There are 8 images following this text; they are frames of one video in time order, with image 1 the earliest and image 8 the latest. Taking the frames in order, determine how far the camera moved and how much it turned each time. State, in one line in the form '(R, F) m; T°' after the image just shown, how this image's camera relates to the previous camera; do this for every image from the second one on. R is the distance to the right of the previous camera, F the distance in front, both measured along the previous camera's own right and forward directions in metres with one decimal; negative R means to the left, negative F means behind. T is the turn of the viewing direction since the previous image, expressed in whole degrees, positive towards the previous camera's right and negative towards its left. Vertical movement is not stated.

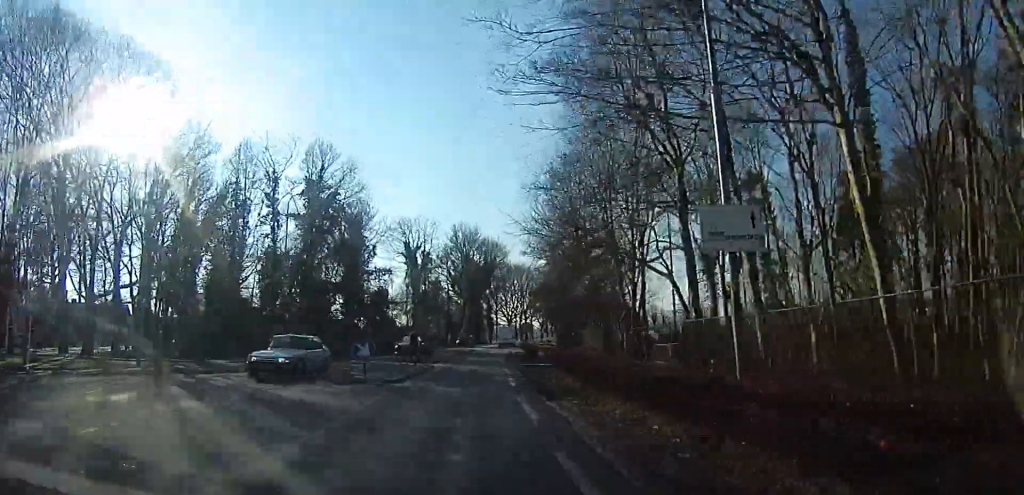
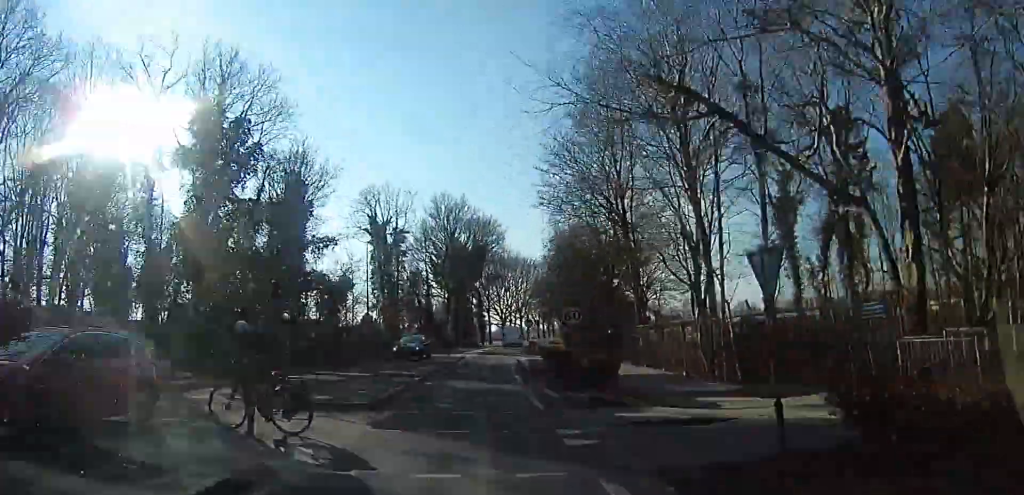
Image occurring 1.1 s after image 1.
(+0.7, +17.5) m; +2°
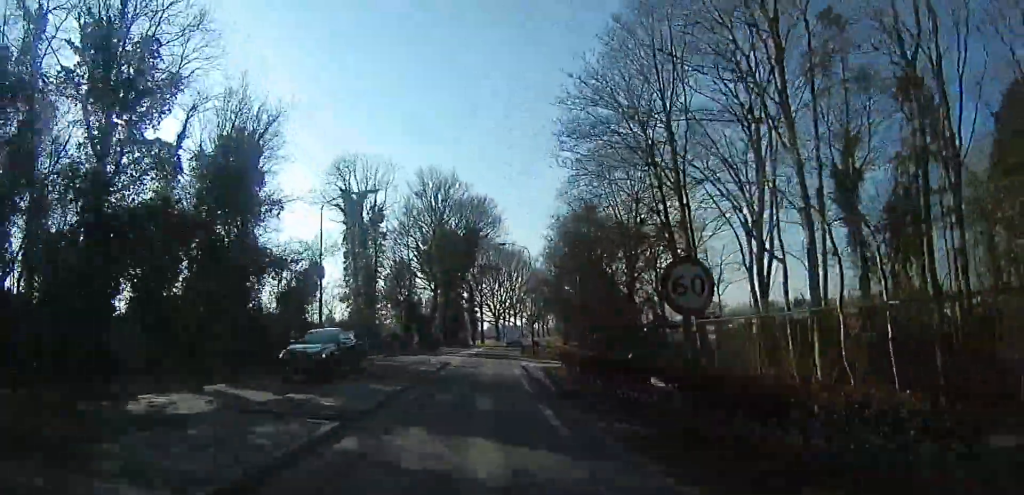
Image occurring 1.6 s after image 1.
(0.0, +9.0) m; 0°
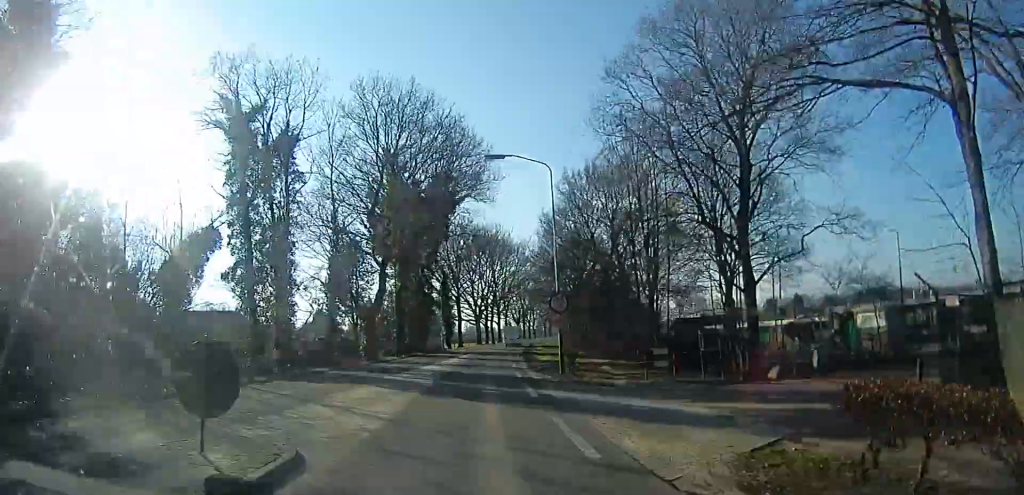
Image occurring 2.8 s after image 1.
(0.0, +19.5) m; 0°
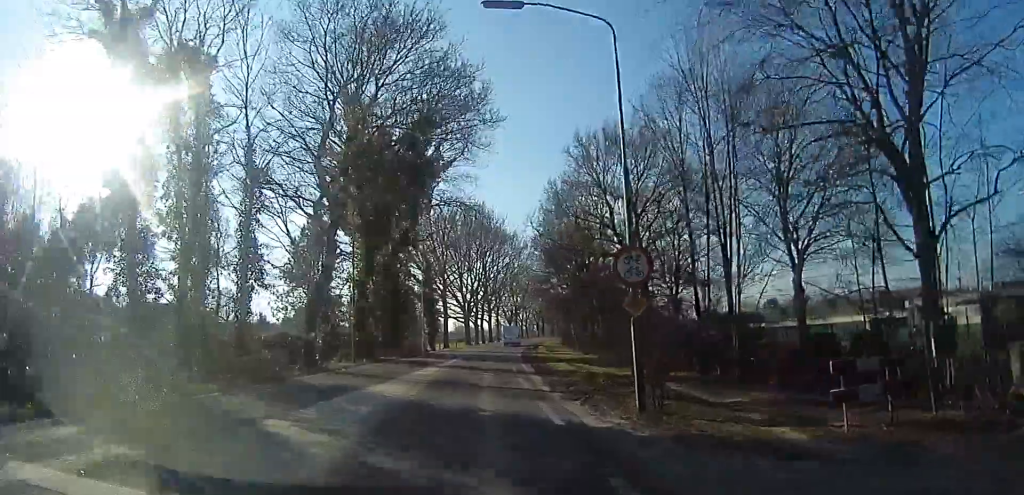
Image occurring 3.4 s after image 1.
(0.0, +9.8) m; 0°
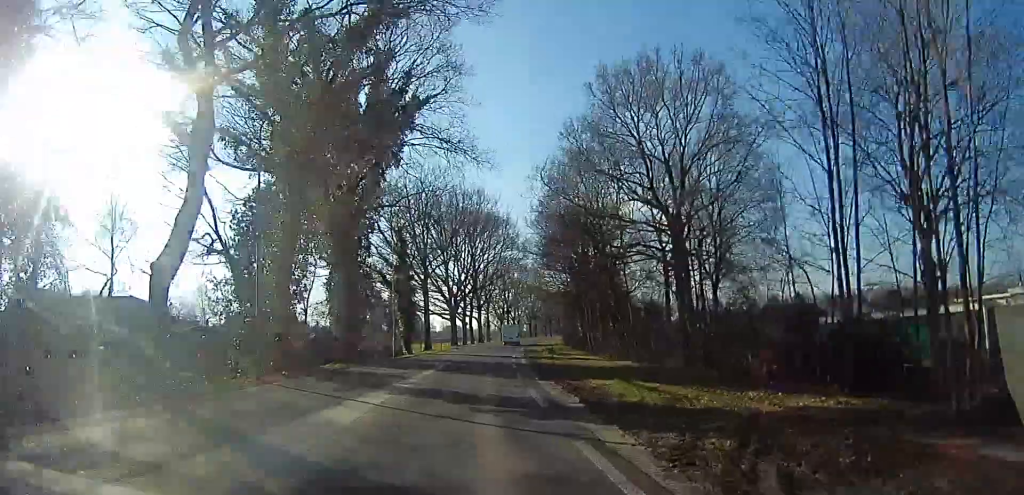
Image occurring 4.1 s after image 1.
(0.0, +10.5) m; 0°
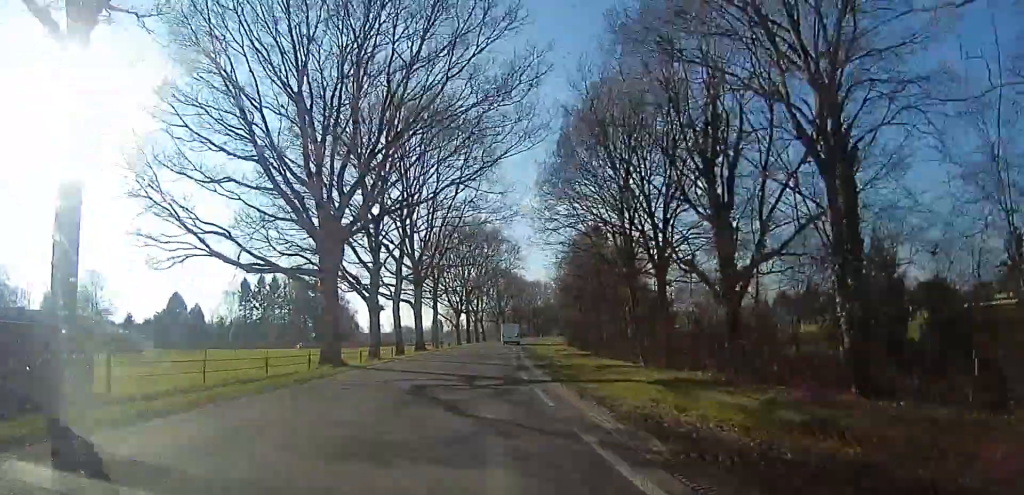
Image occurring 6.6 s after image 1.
(0.0, +42.1) m; 0°
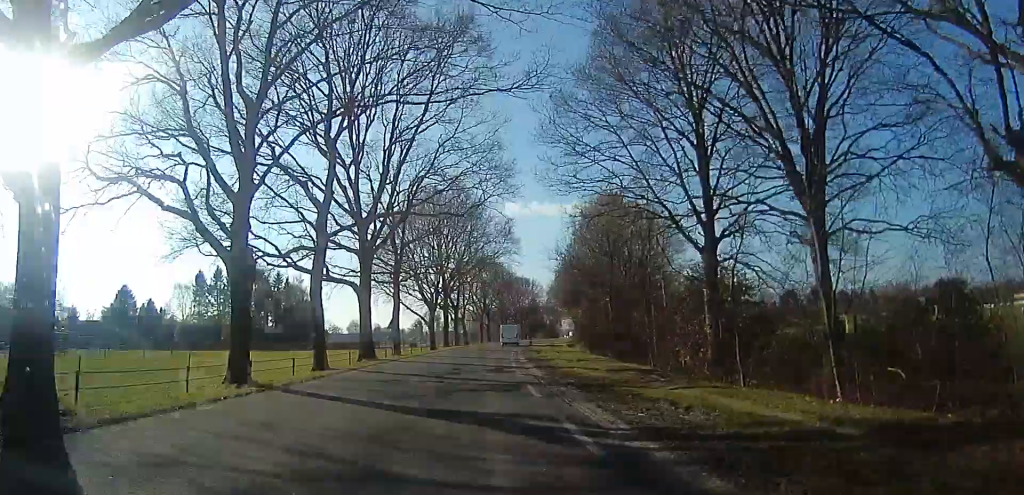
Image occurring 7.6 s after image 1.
(+0.1, +16.4) m; +3°
